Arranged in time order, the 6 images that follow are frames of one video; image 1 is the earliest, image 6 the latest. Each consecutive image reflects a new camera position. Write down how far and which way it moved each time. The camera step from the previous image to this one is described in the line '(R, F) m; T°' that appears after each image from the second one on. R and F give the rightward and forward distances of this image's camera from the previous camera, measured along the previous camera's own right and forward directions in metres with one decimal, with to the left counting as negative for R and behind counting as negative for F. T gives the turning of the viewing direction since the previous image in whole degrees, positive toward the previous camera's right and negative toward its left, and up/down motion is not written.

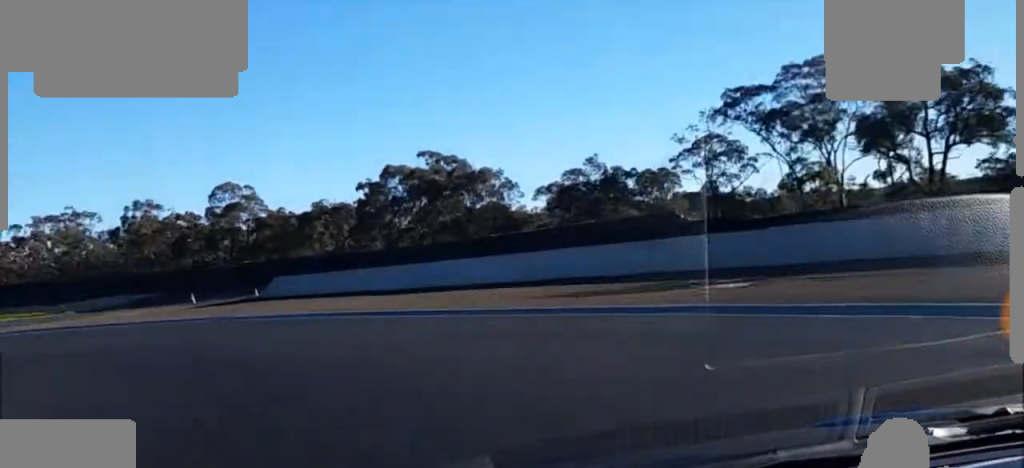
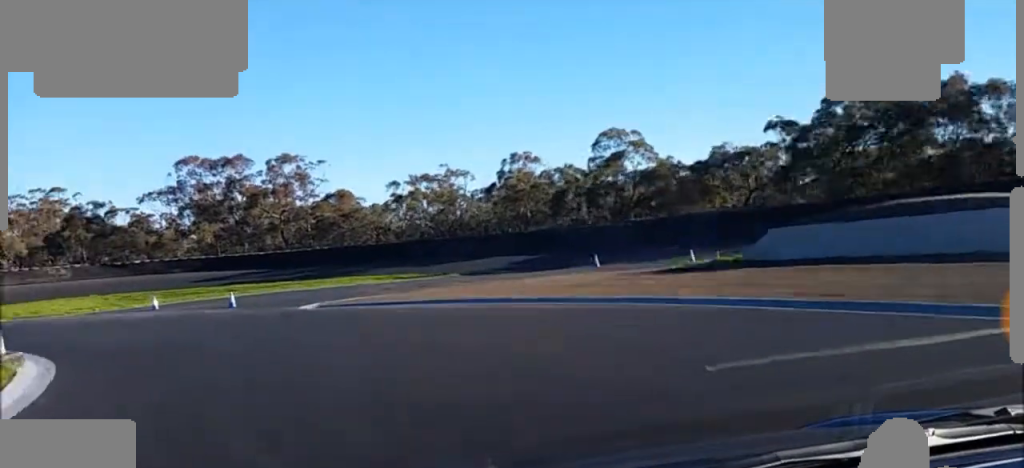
(-3.1, +19.4) m; -20°
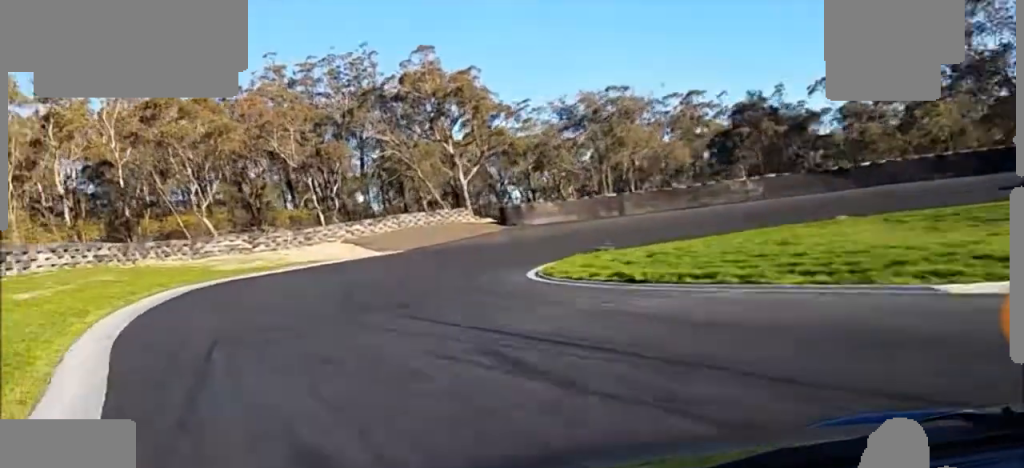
(-9.9, +40.1) m; -25°
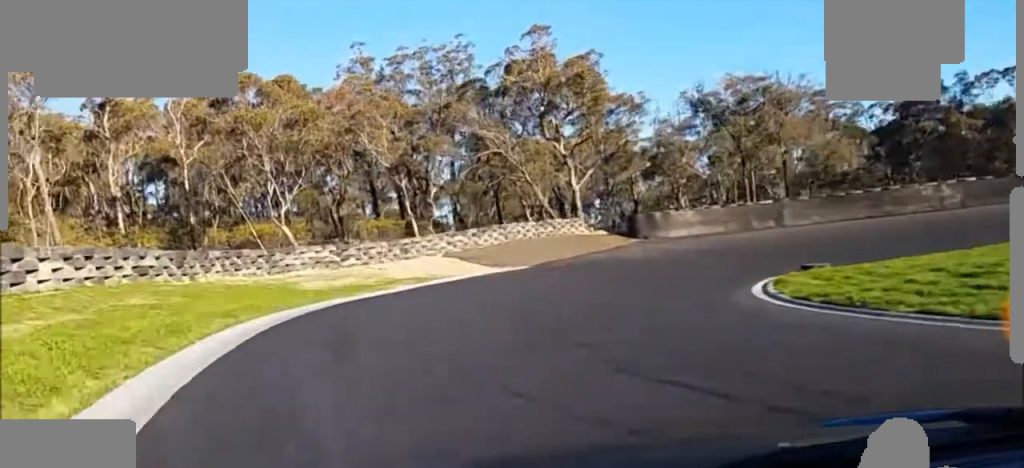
(-1.6, +10.5) m; -3°
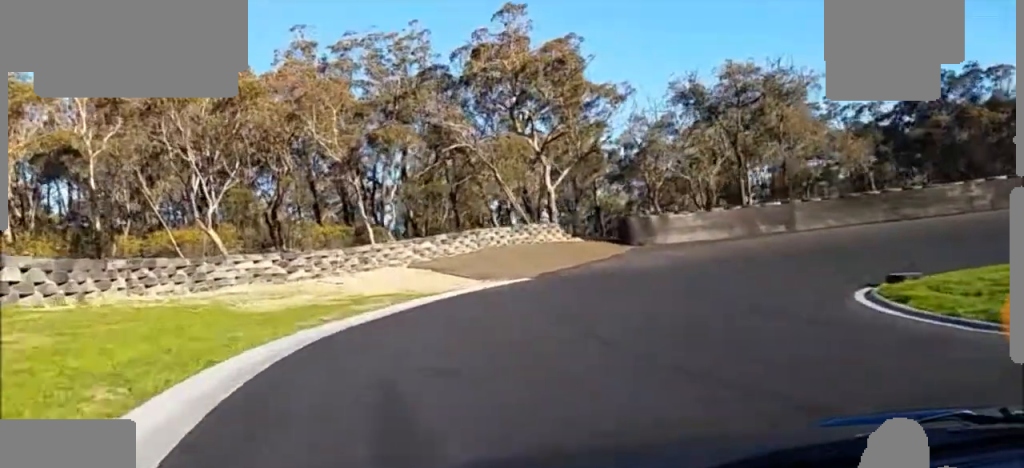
(-0.6, +9.9) m; -2°
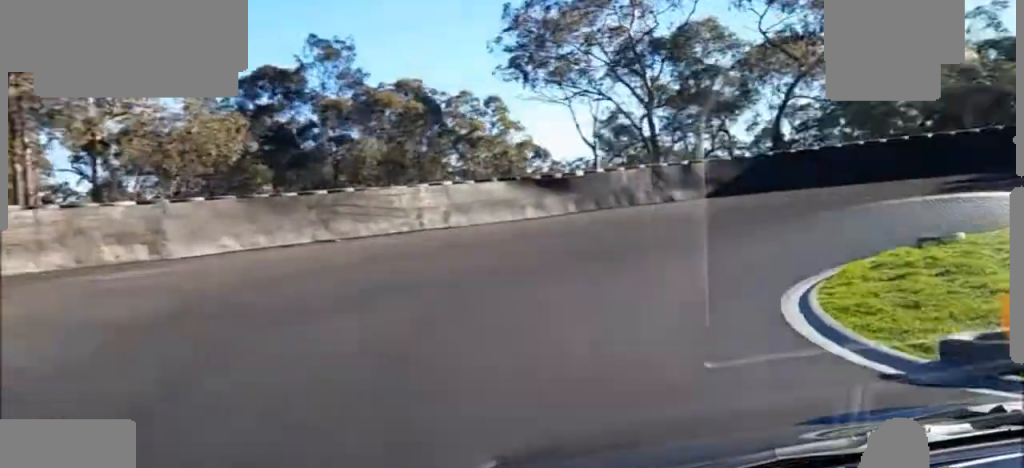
(+1.7, +32.7) m; +14°
